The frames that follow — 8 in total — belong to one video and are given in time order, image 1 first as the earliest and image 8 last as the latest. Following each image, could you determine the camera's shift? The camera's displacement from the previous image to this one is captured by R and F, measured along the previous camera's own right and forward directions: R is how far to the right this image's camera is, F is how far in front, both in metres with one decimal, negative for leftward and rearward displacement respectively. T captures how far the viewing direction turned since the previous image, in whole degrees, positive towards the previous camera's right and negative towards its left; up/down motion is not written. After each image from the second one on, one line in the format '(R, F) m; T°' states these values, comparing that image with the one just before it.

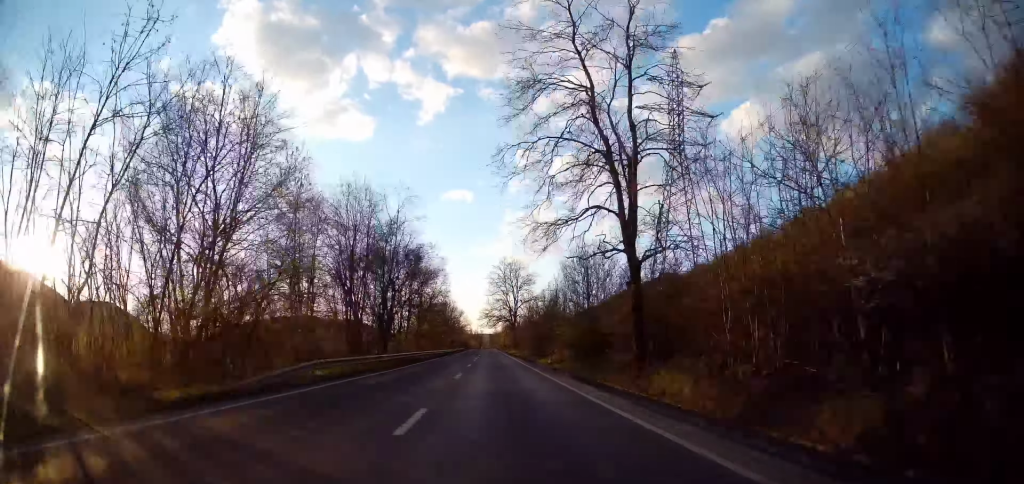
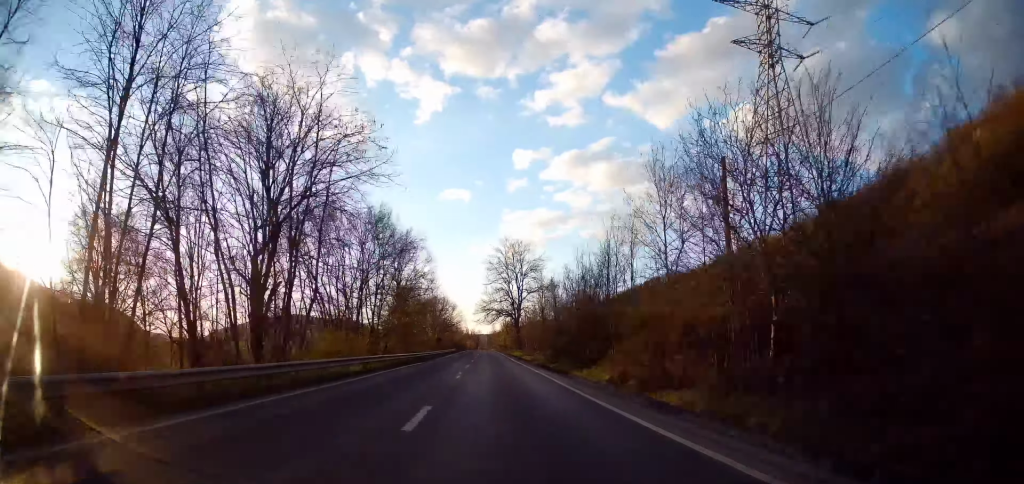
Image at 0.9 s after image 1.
(+0.8, +23.5) m; +1°
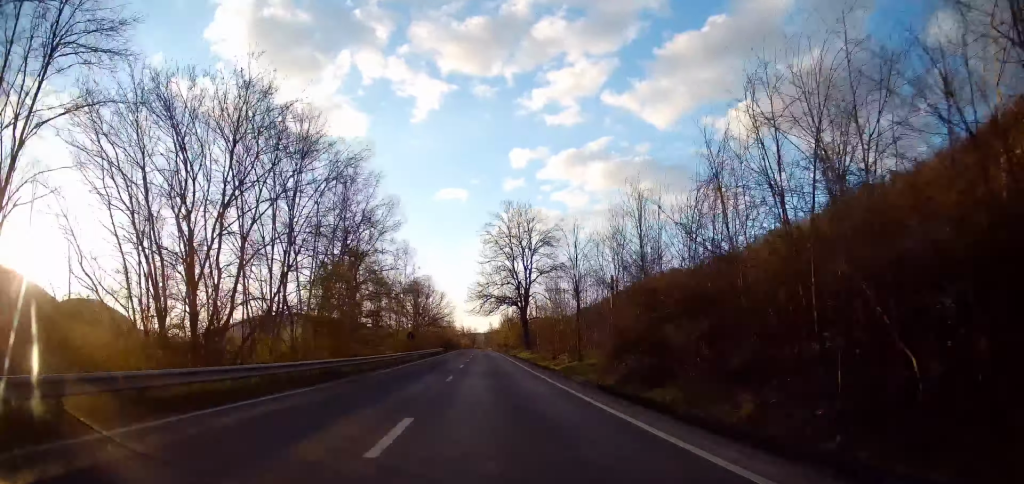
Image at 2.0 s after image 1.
(-0.5, +25.9) m; -1°
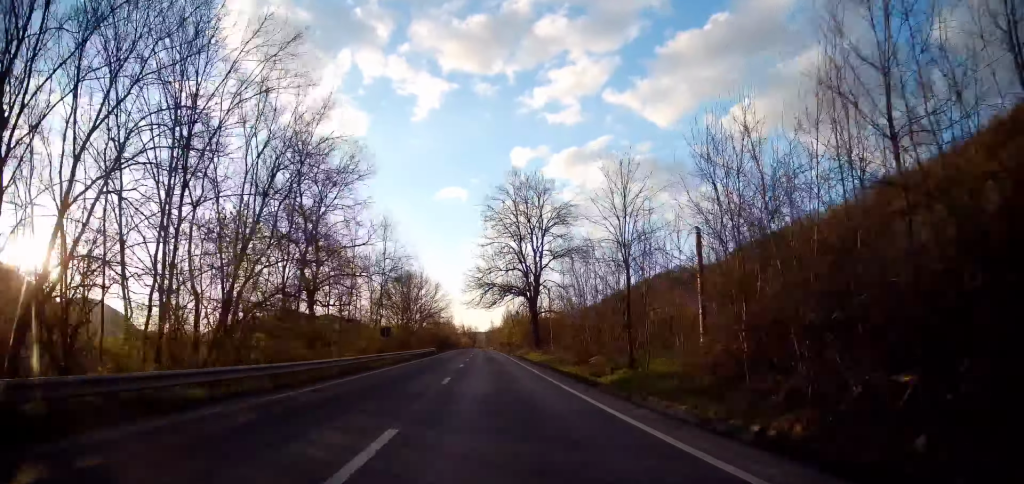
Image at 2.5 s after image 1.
(0.0, +13.2) m; 0°
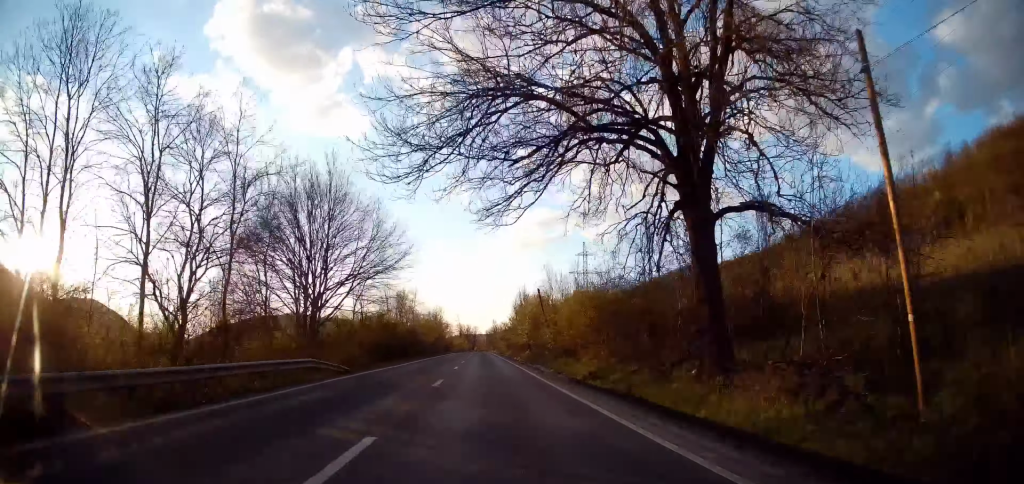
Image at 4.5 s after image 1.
(0.0, +48.5) m; +1°
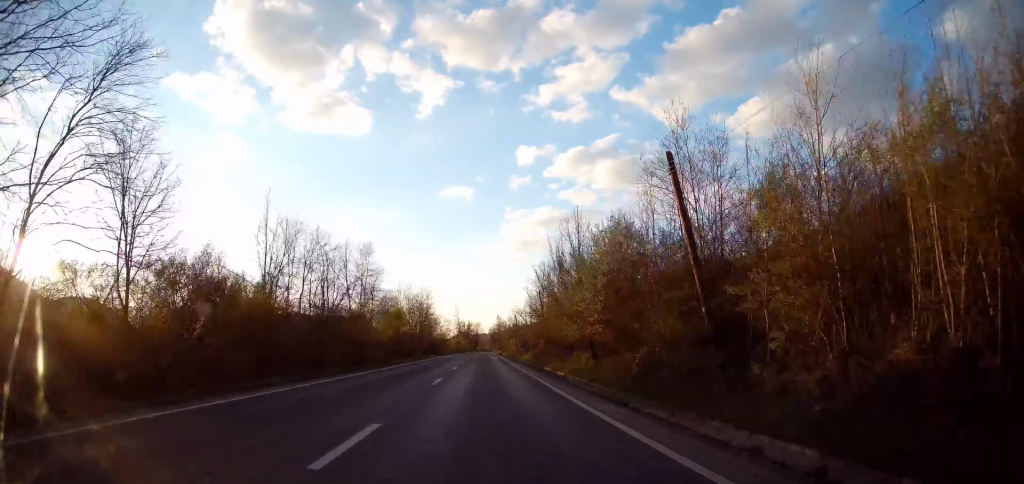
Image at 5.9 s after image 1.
(+0.1, +35.1) m; -1°
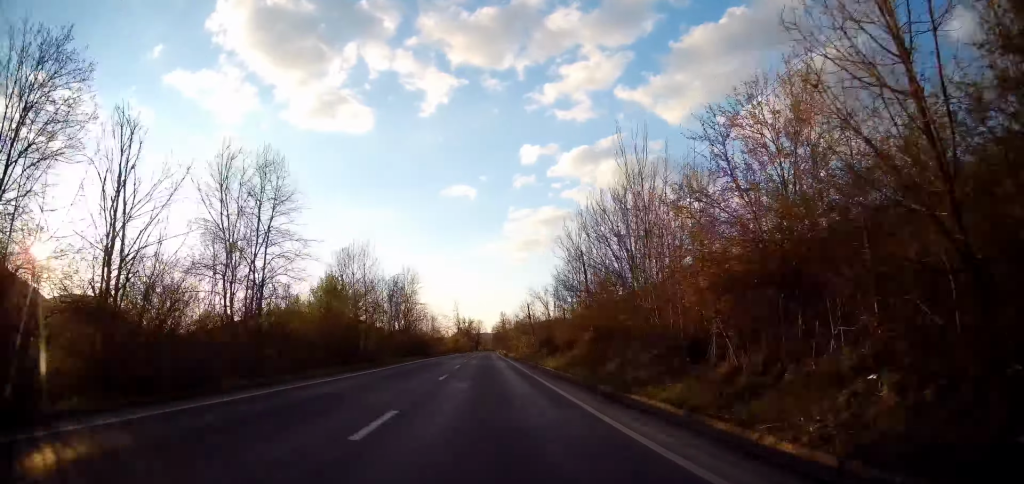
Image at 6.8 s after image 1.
(-0.3, +22.1) m; 0°
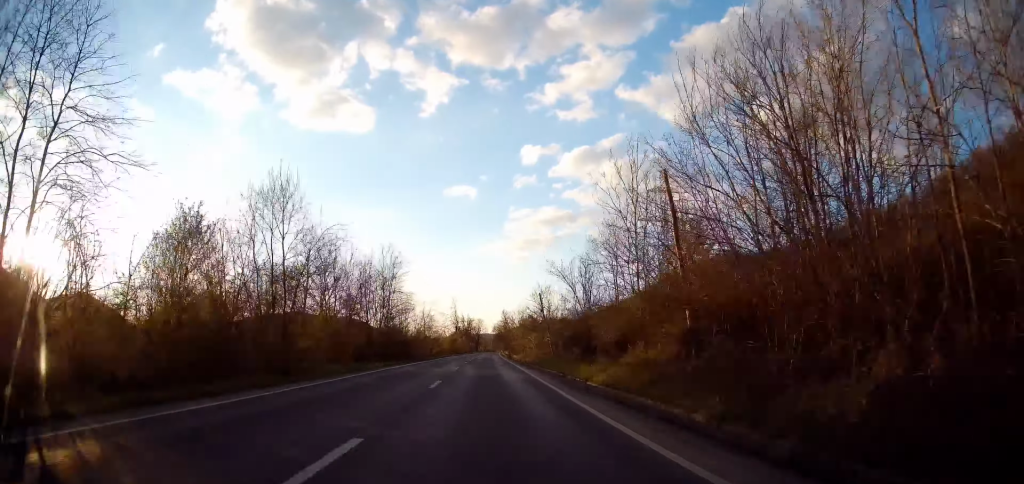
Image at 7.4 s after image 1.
(+0.2, +14.8) m; 0°
